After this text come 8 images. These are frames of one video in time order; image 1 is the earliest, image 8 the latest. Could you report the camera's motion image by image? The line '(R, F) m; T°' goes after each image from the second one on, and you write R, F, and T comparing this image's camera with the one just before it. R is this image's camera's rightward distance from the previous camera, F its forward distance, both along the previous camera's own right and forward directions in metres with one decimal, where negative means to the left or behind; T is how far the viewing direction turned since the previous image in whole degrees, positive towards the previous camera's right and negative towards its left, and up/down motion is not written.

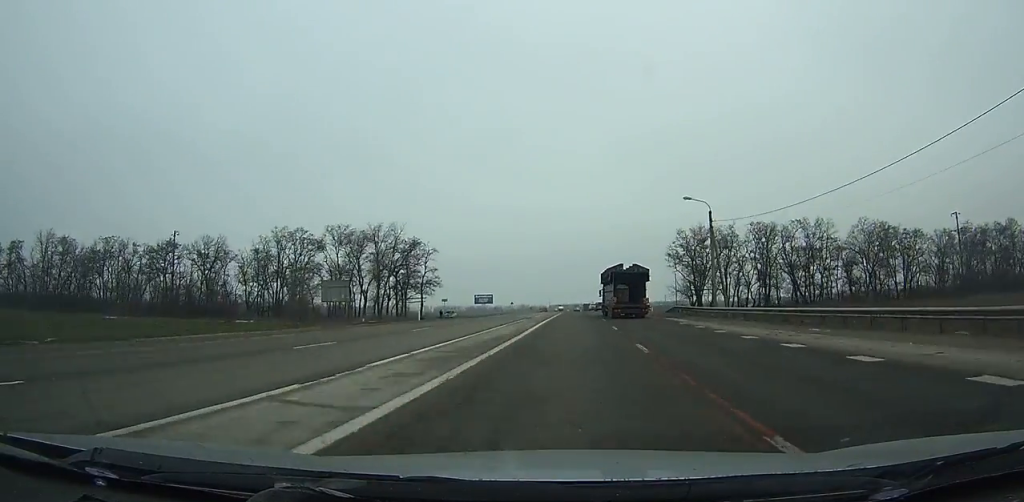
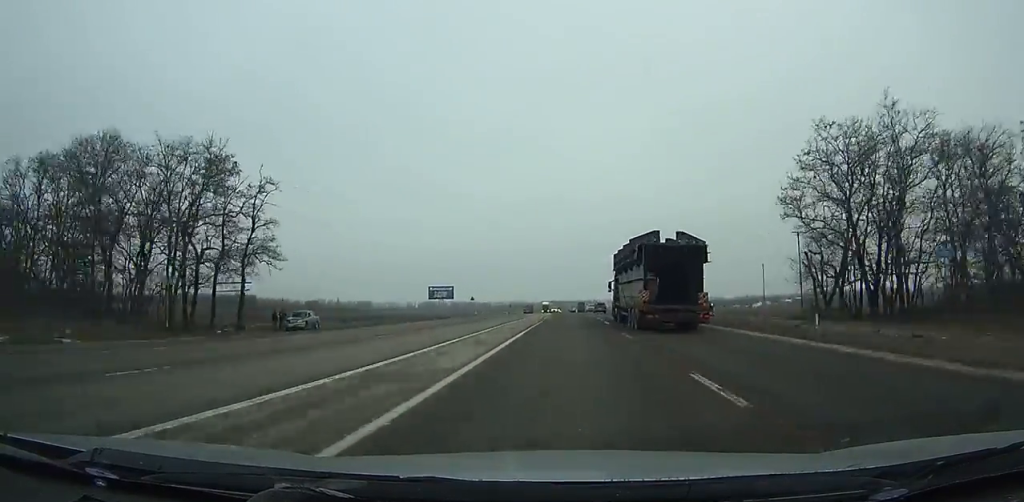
(+0.1, +56.1) m; 0°
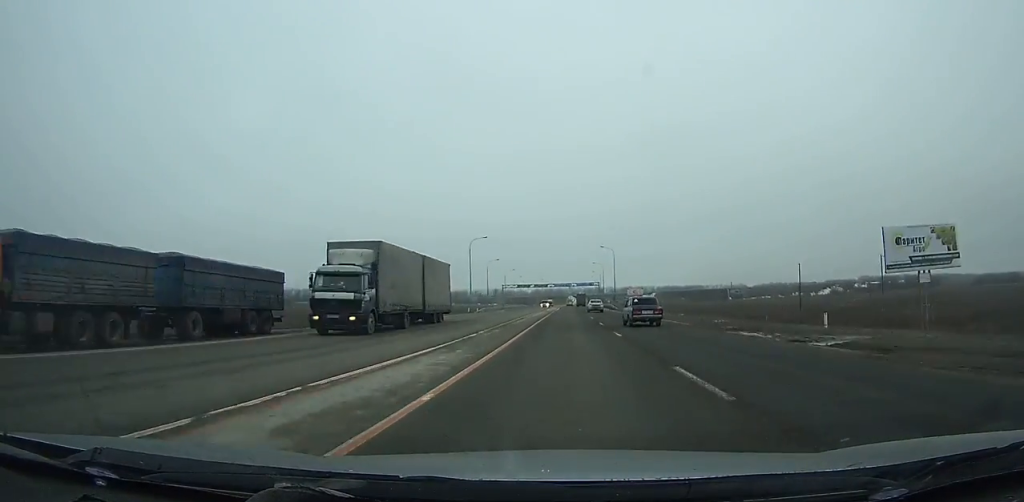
(+0.1, +180.7) m; 0°
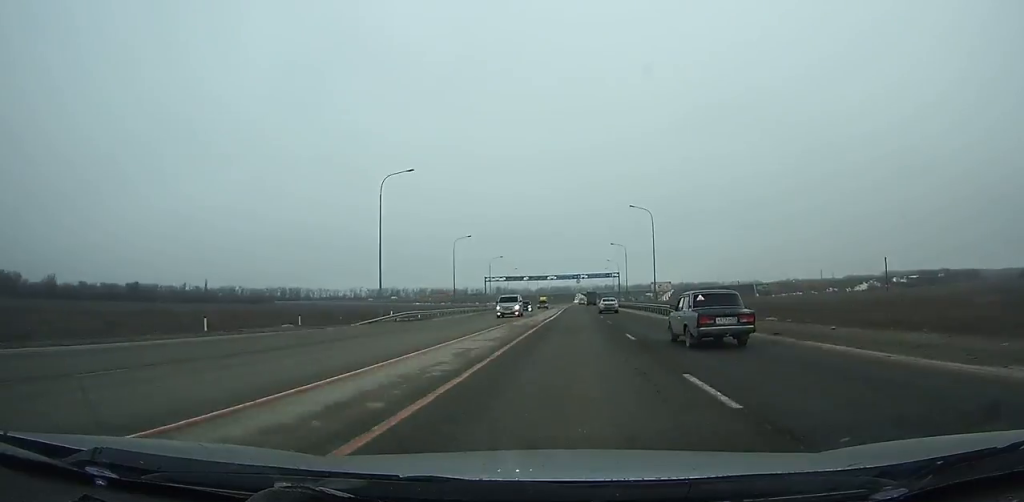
(0.0, +47.5) m; 0°
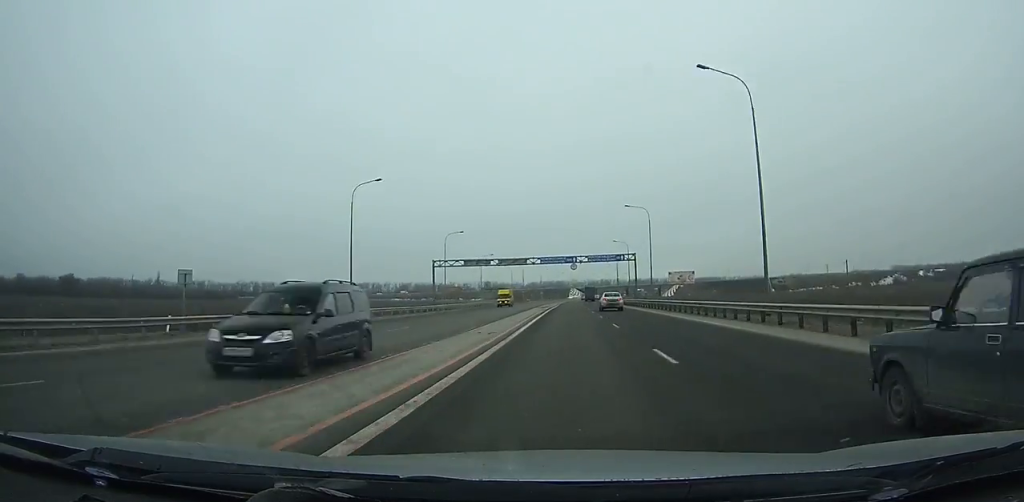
(-0.1, +42.1) m; 0°
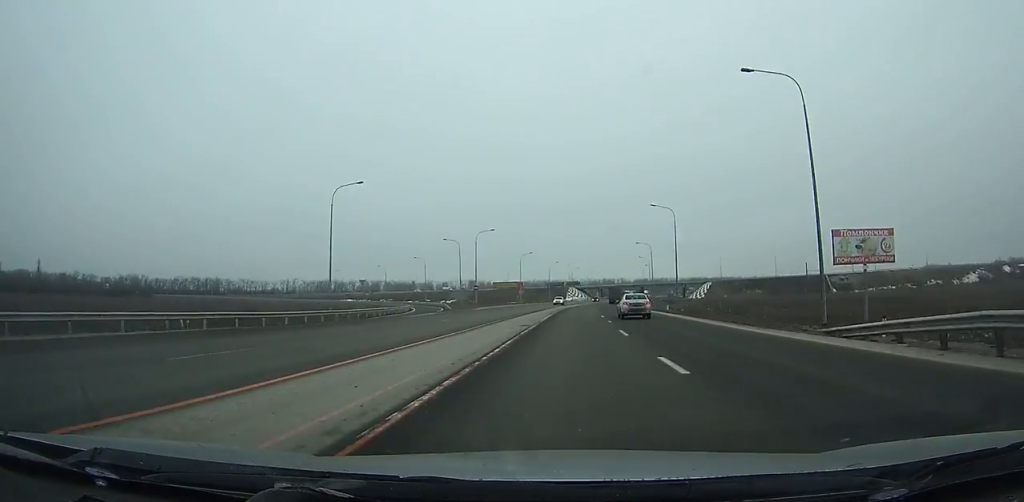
(+0.5, +88.9) m; +2°
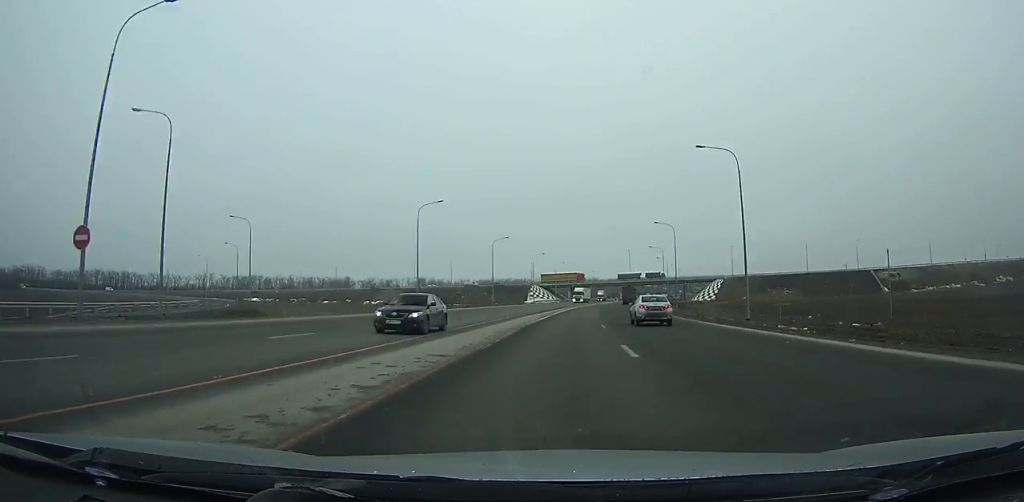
(+2.1, +74.2) m; +4°
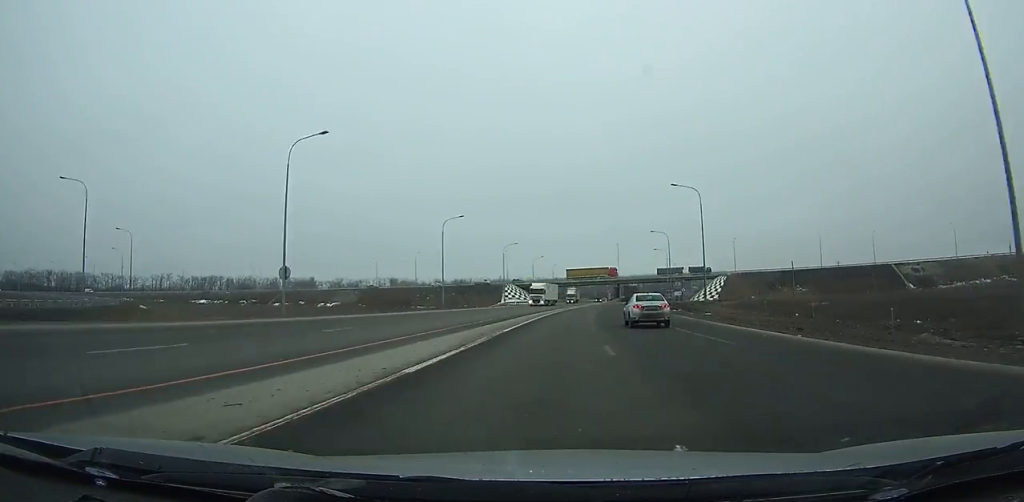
(+0.9, +27.3) m; +2°
